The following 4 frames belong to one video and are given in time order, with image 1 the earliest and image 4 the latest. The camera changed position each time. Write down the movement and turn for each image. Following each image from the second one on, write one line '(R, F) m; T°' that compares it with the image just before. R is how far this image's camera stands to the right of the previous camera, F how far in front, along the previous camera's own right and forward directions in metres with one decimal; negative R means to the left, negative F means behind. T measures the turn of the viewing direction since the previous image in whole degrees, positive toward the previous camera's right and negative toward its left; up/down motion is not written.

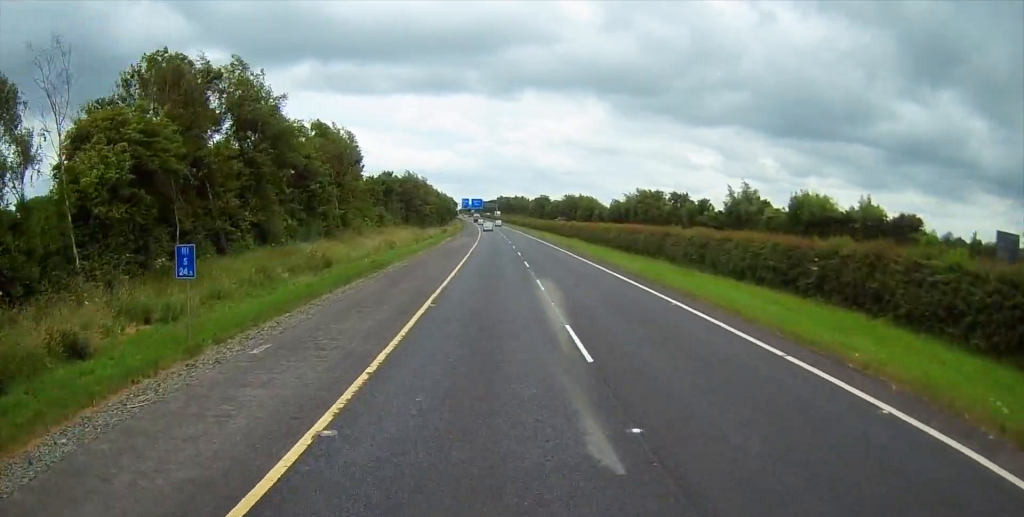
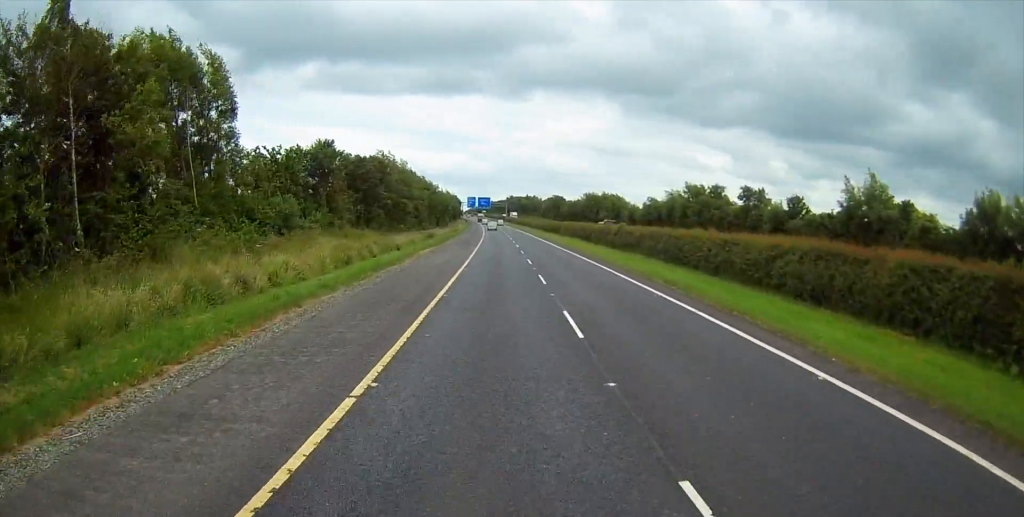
(-0.1, +33.1) m; 0°
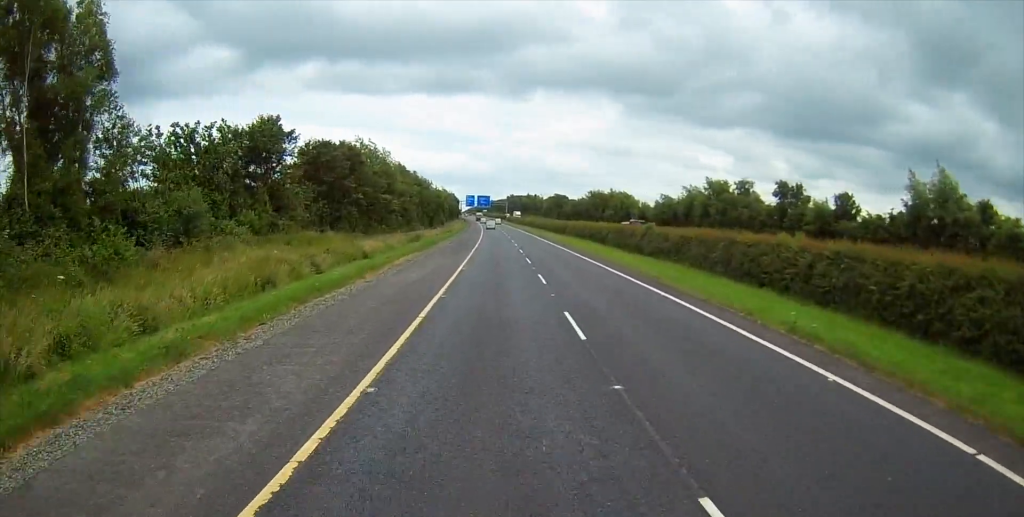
(+0.1, +12.4) m; 0°
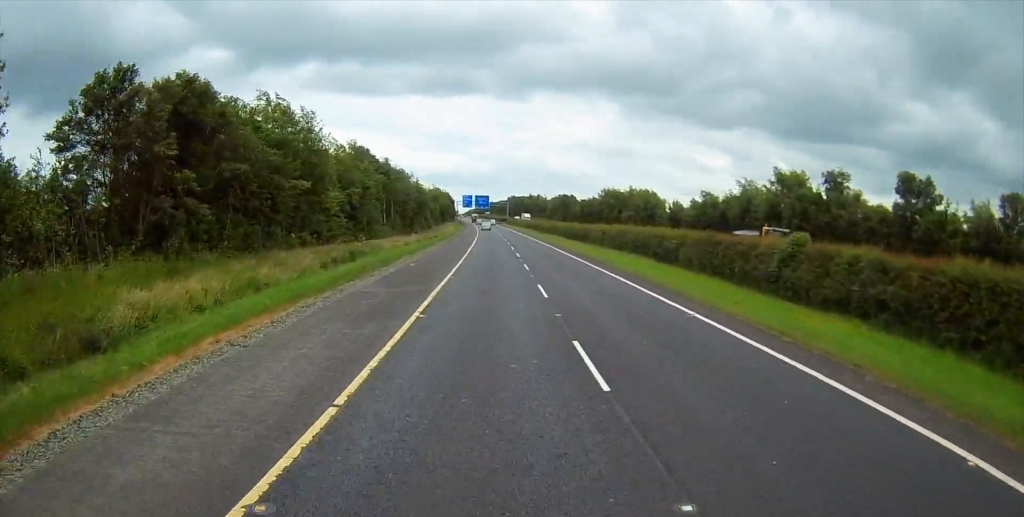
(-0.3, +27.9) m; -2°
